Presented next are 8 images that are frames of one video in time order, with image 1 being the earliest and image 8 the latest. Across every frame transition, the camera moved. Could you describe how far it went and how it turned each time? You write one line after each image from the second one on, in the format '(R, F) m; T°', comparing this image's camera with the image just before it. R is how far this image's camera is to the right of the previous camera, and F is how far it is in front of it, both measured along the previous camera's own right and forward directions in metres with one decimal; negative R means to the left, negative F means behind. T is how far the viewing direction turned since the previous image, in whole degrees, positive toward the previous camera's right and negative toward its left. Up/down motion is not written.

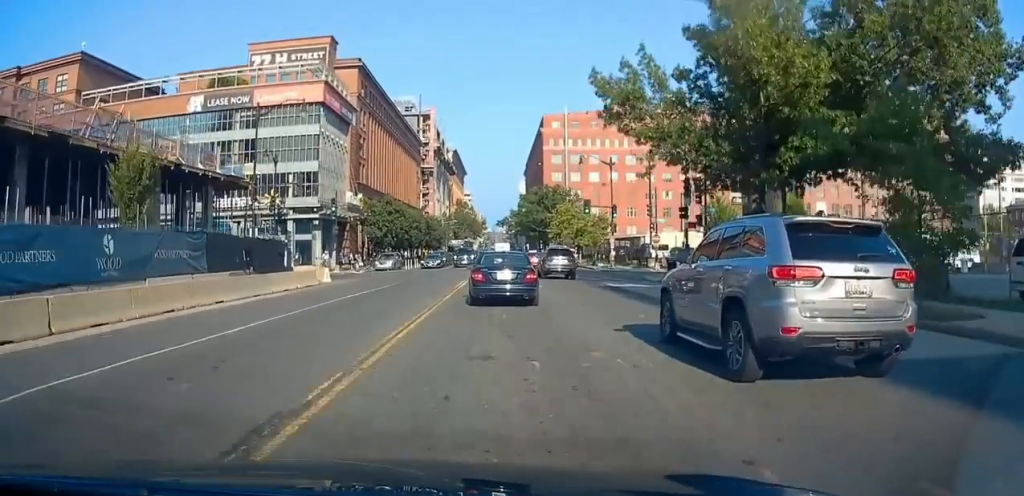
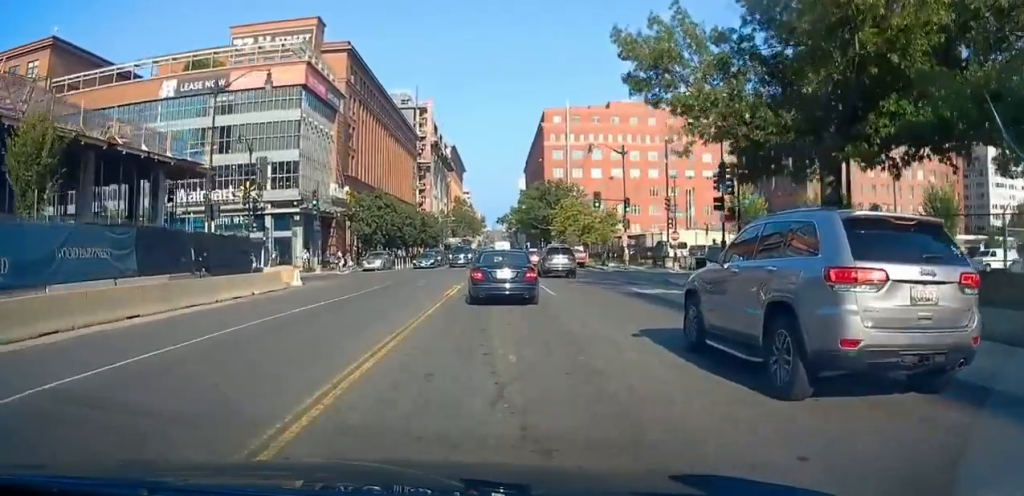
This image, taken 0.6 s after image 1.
(0.0, +5.7) m; -1°
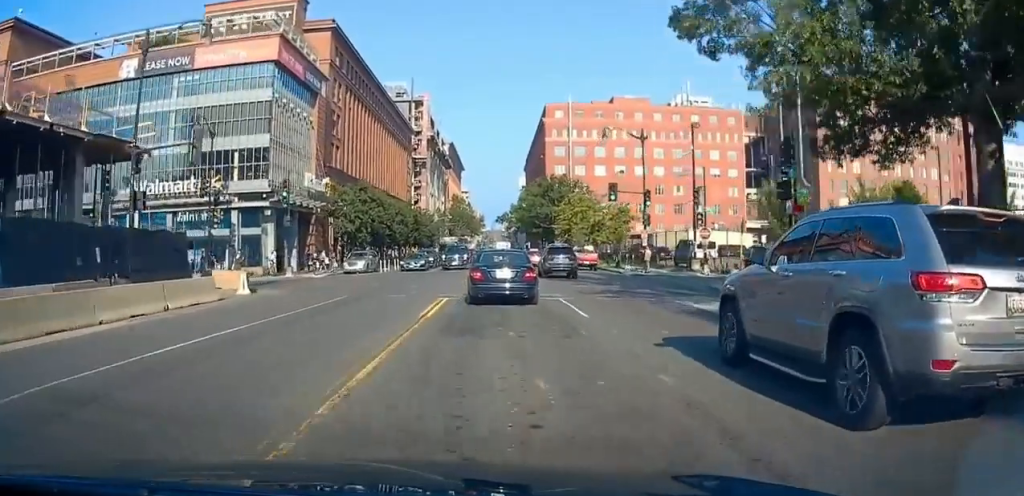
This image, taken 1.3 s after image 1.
(0.0, +6.6) m; 0°
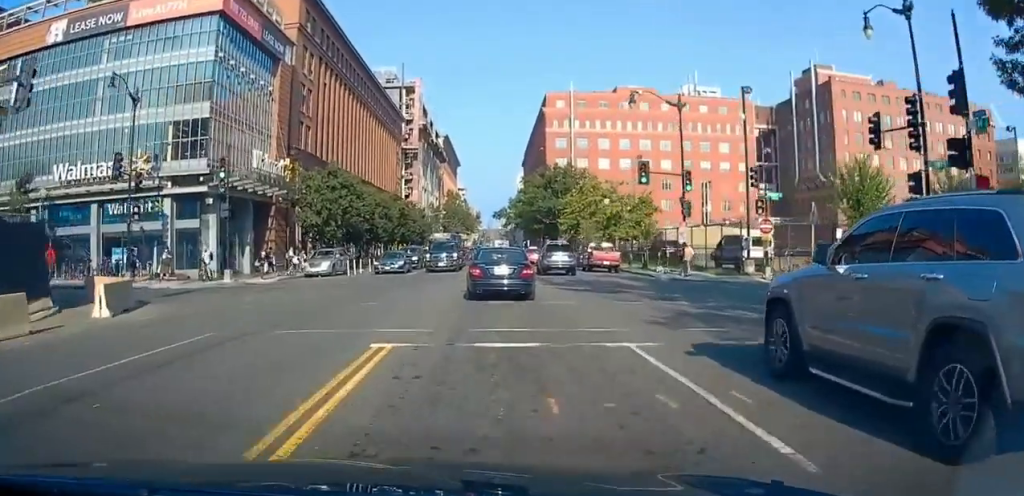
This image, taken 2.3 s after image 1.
(0.0, +10.8) m; 0°
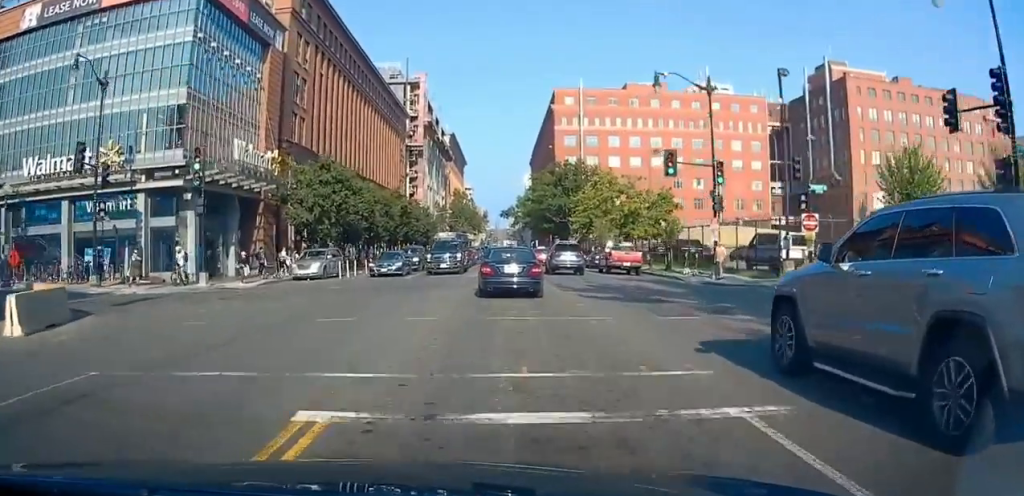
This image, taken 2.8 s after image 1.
(0.0, +4.7) m; -1°
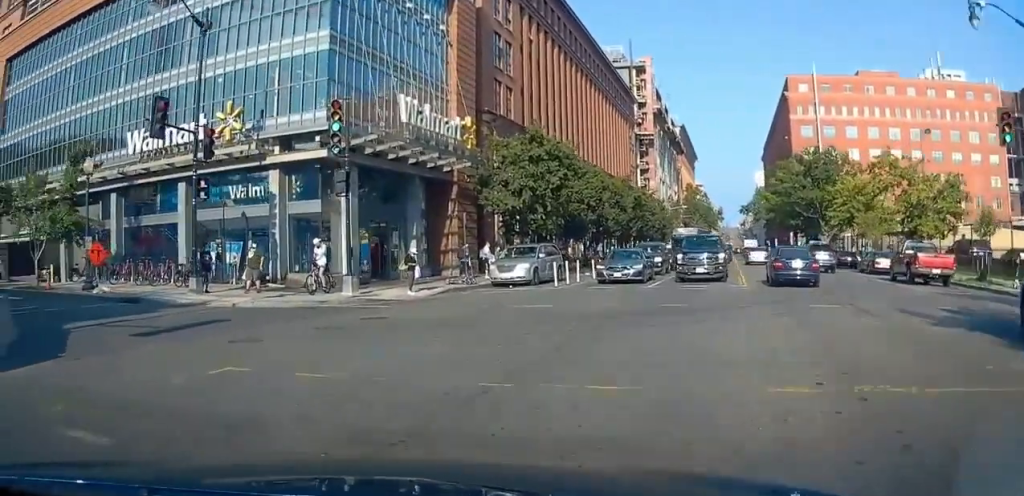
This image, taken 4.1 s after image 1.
(-0.5, +11.6) m; -10°
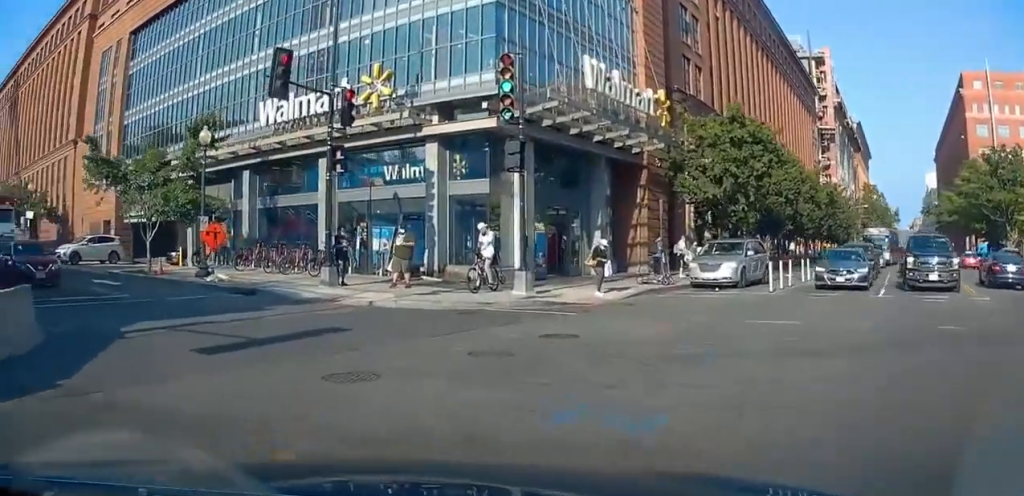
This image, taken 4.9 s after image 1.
(-0.4, +5.2) m; -12°
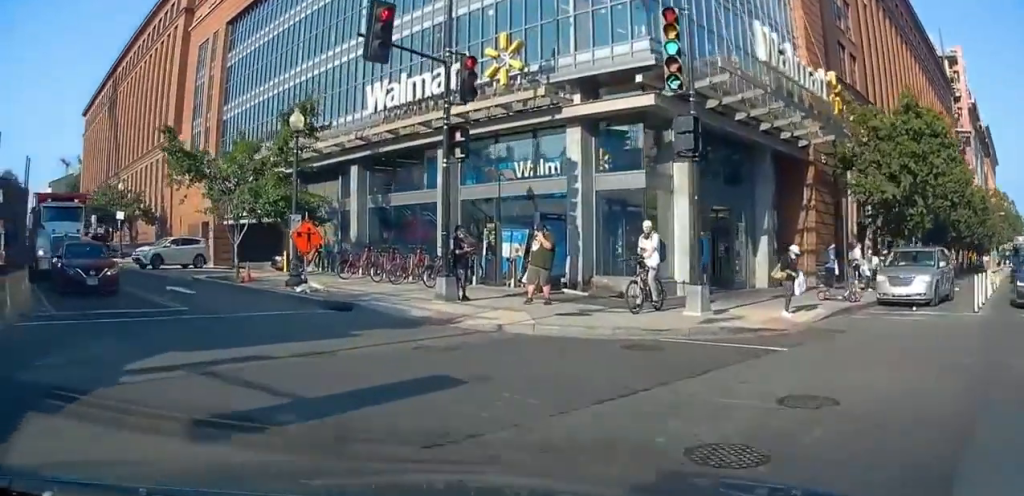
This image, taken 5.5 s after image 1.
(0.0, +4.0) m; -13°
